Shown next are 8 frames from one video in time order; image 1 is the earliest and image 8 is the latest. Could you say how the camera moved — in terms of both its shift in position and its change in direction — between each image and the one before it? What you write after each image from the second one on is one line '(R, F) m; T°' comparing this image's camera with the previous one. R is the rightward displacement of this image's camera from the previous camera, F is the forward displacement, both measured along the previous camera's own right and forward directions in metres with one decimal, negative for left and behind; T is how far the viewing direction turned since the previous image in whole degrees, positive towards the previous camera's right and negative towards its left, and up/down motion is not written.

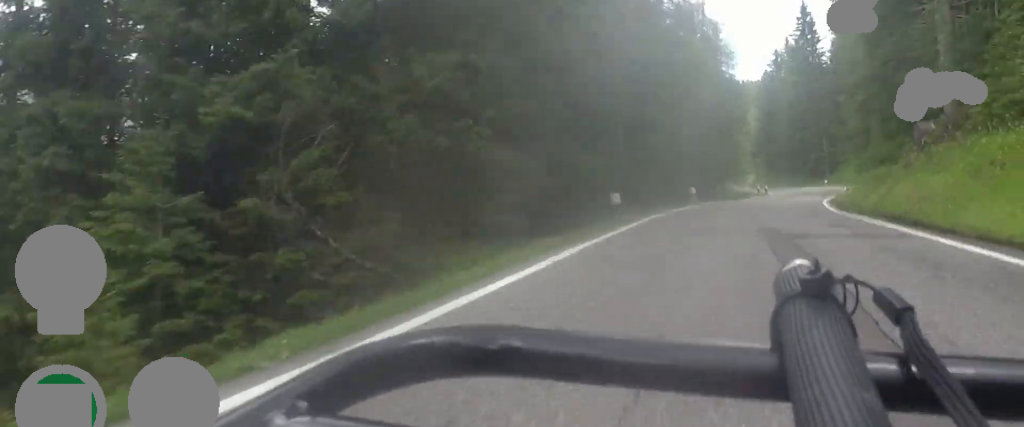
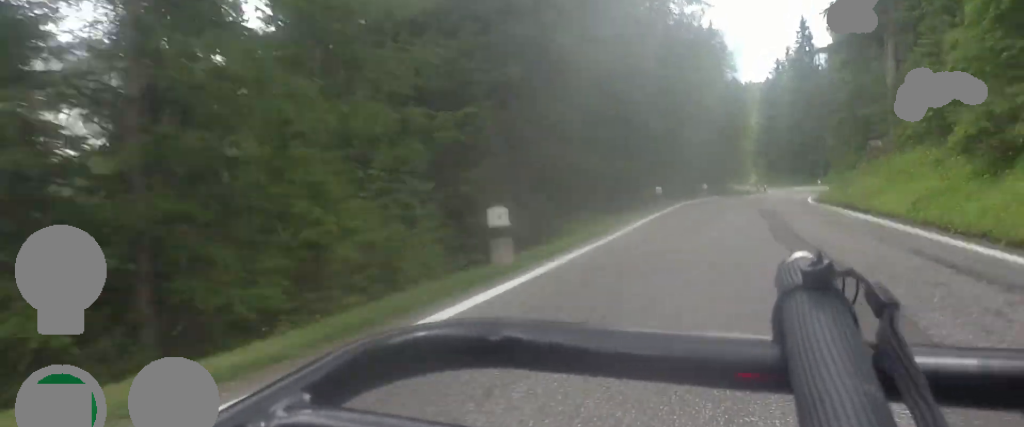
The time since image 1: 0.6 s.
(-0.5, +9.0) m; 0°
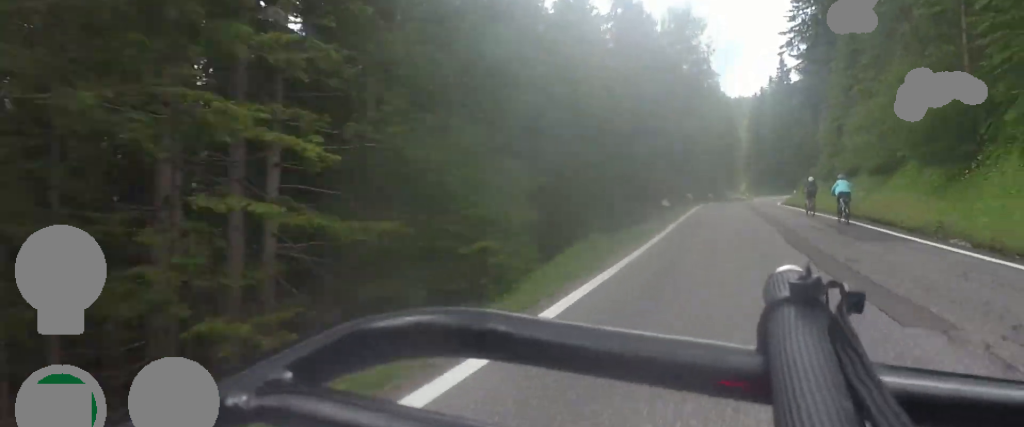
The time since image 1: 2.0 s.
(+1.2, +21.7) m; -1°
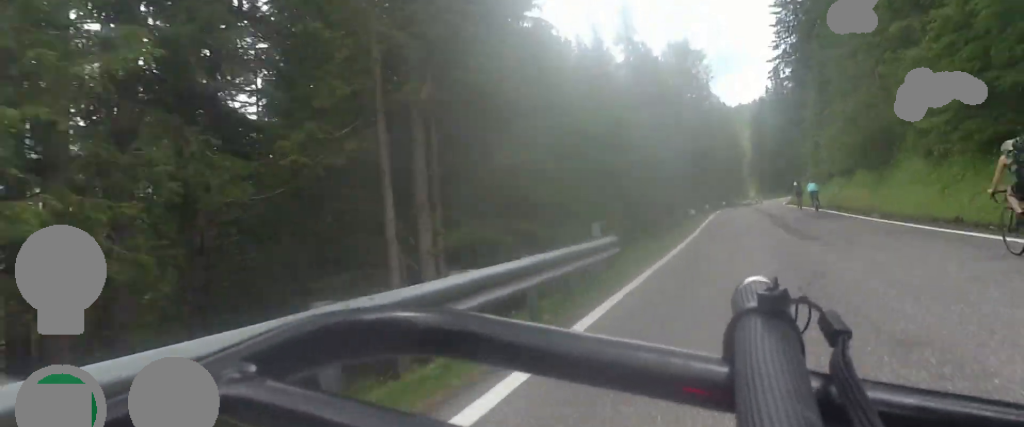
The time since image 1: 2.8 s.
(-0.4, +10.9) m; -5°
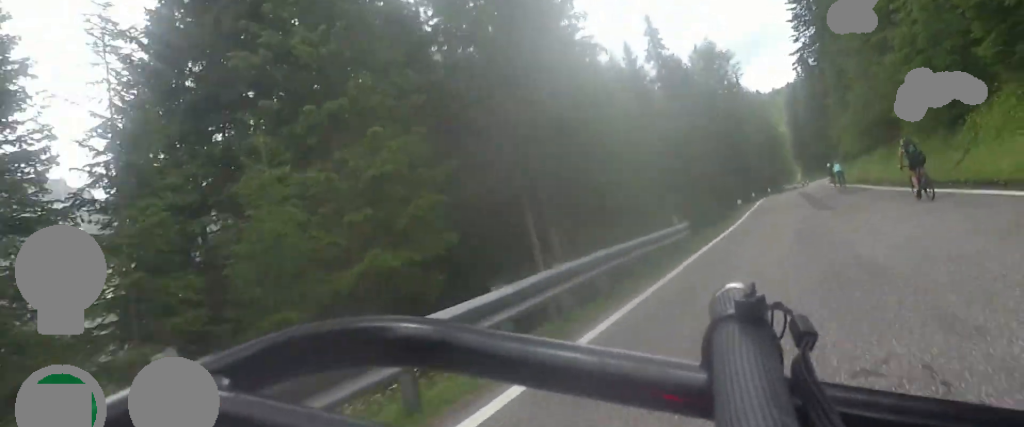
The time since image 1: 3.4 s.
(-0.7, +7.2) m; -3°
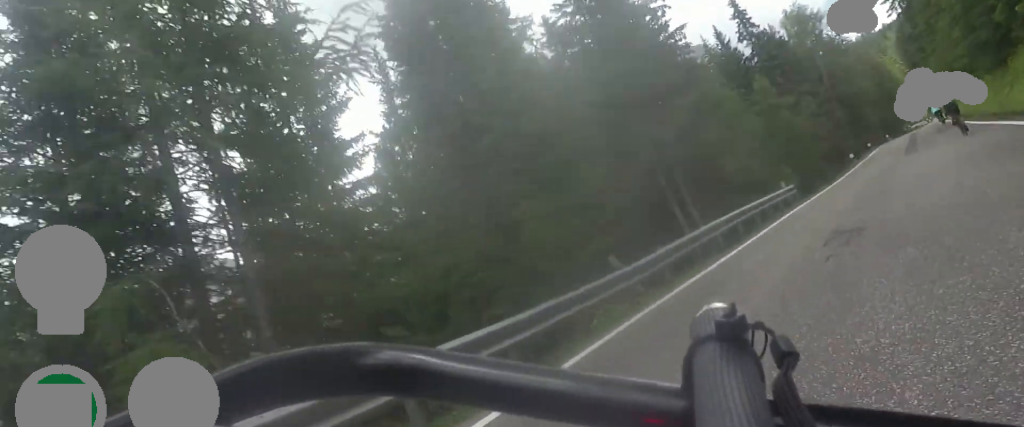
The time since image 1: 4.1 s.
(0.0, +8.4) m; -8°
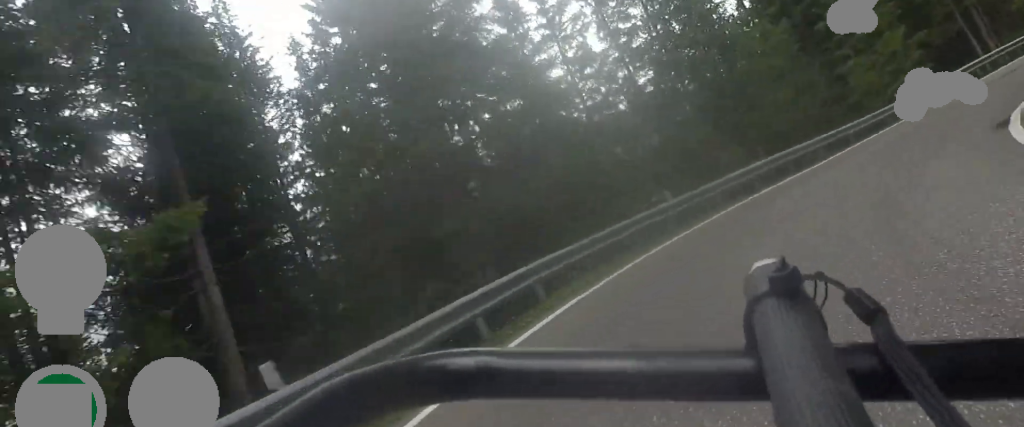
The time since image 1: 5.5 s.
(-2.9, +15.0) m; -20°
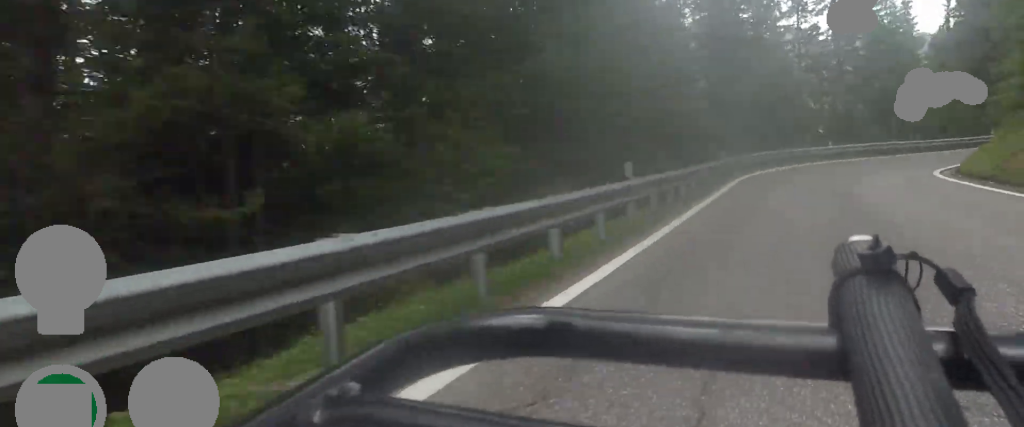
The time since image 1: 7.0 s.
(-1.7, +17.9) m; -12°
